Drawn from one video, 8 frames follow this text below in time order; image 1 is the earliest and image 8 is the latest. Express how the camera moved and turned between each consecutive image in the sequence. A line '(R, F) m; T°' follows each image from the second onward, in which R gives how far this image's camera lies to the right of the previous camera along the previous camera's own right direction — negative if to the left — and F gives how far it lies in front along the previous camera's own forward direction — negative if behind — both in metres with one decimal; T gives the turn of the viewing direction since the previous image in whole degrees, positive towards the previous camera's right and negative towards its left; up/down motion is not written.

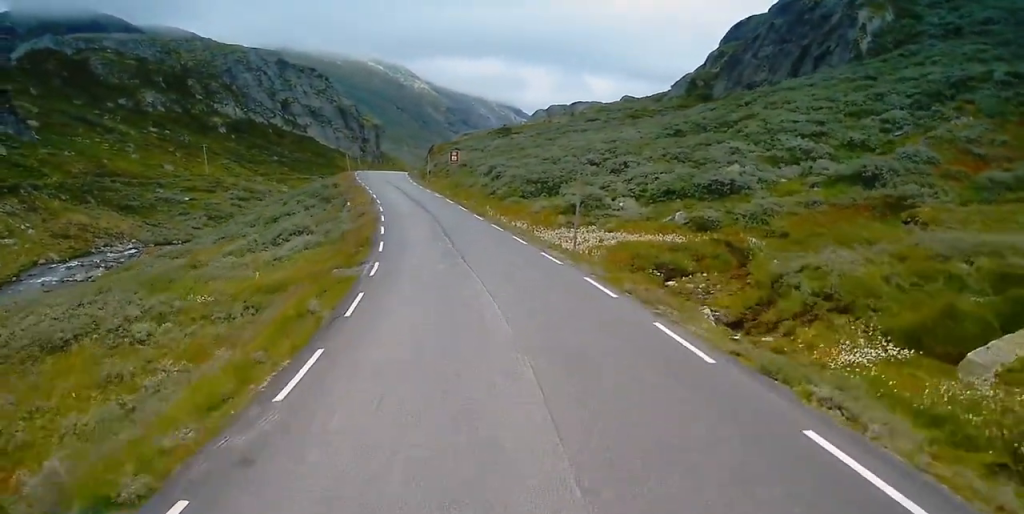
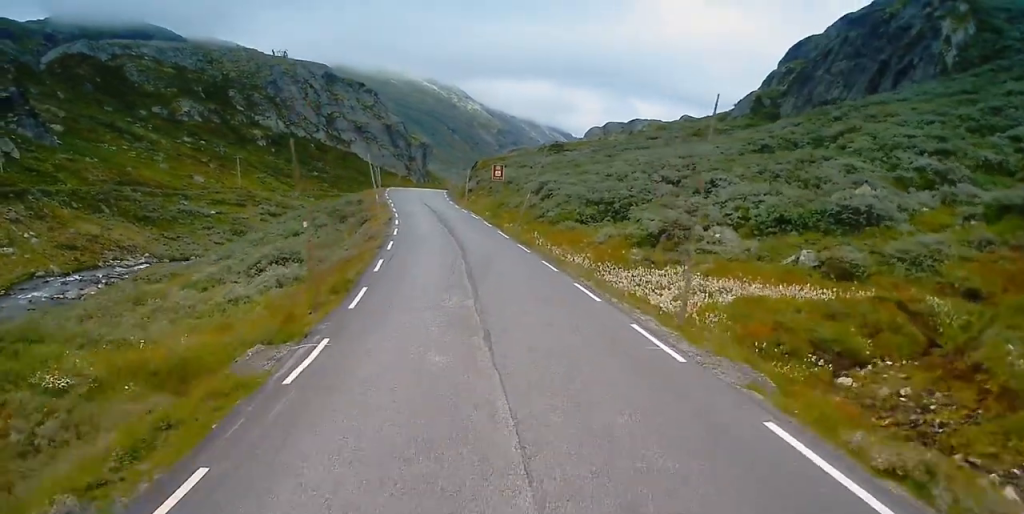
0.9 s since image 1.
(-0.4, +11.2) m; -3°
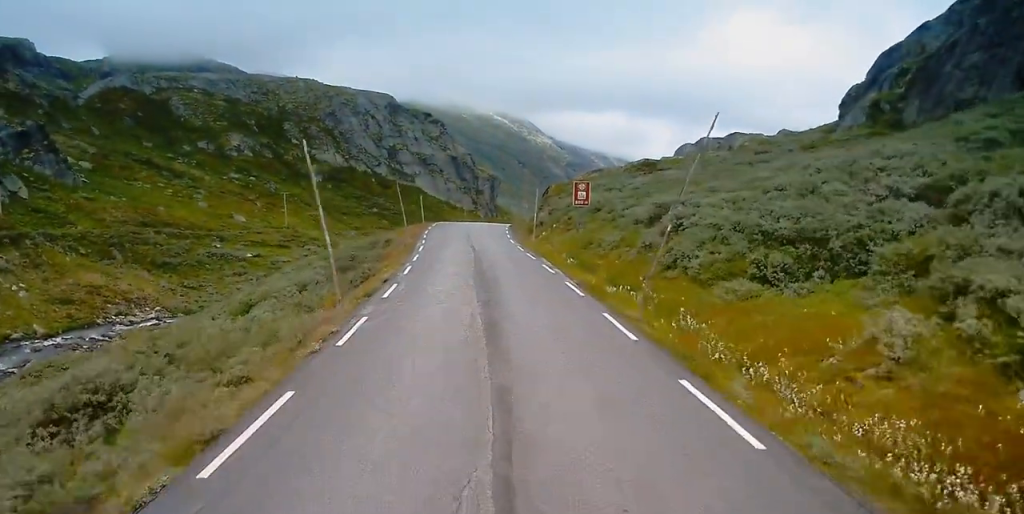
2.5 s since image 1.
(-0.6, +20.8) m; -4°
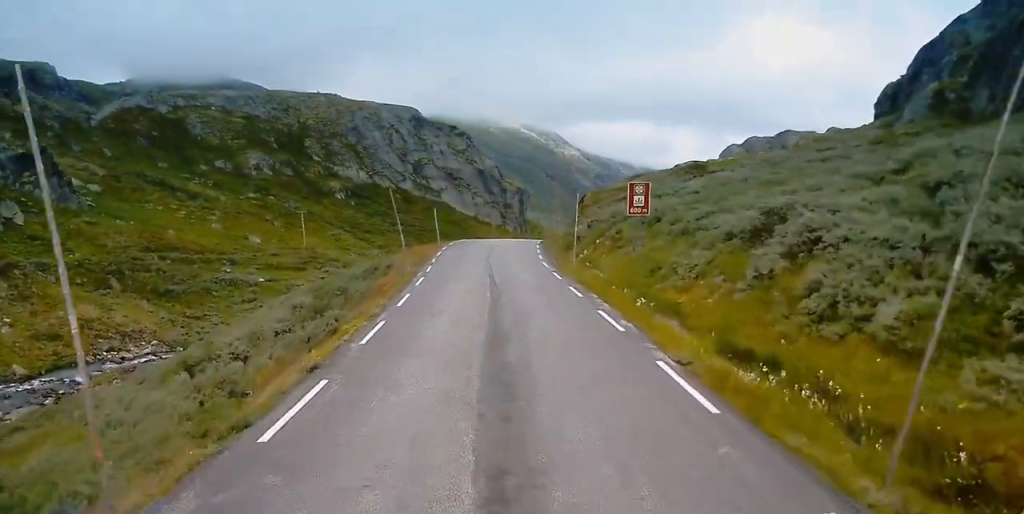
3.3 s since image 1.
(-0.3, +10.5) m; -2°
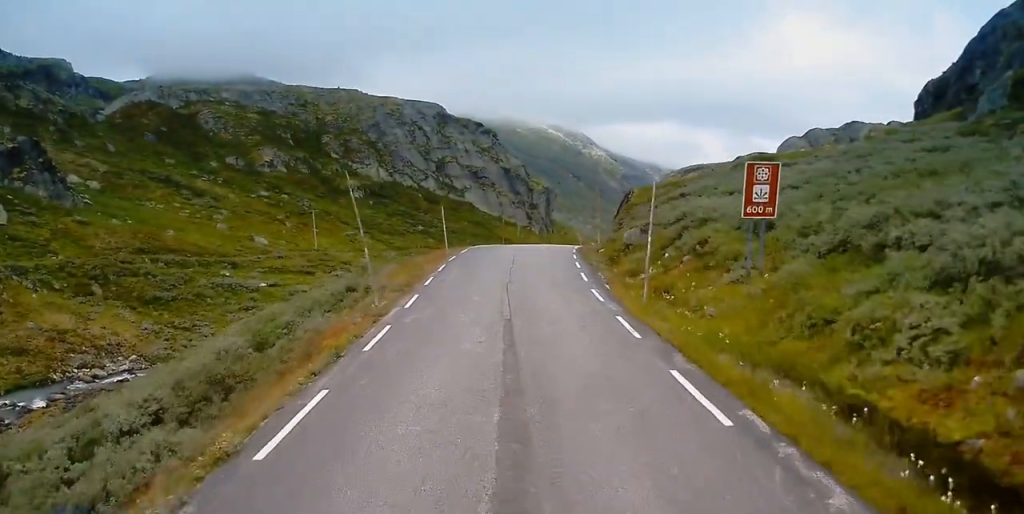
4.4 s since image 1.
(-0.1, +12.1) m; -2°
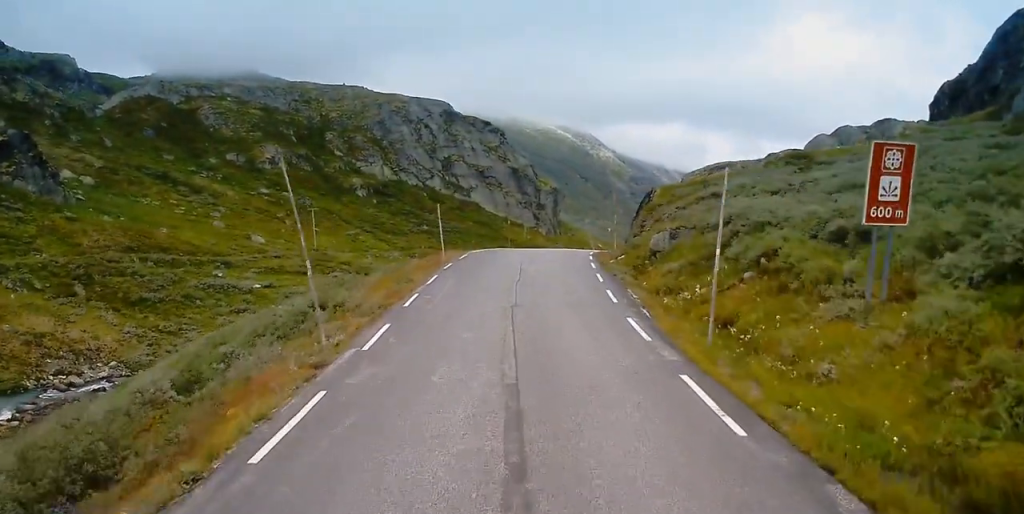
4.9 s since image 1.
(-0.1, +6.0) m; 0°
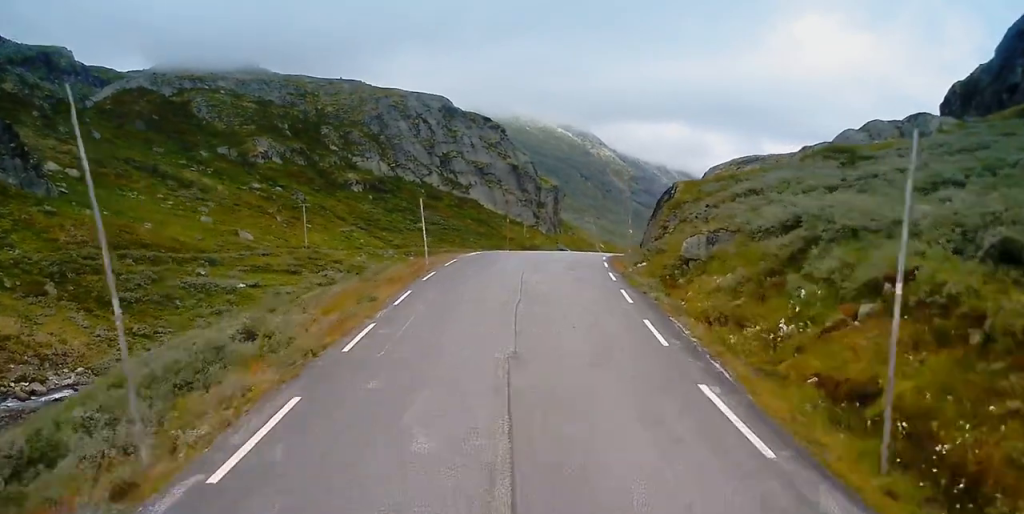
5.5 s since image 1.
(-0.1, +6.6) m; 0°
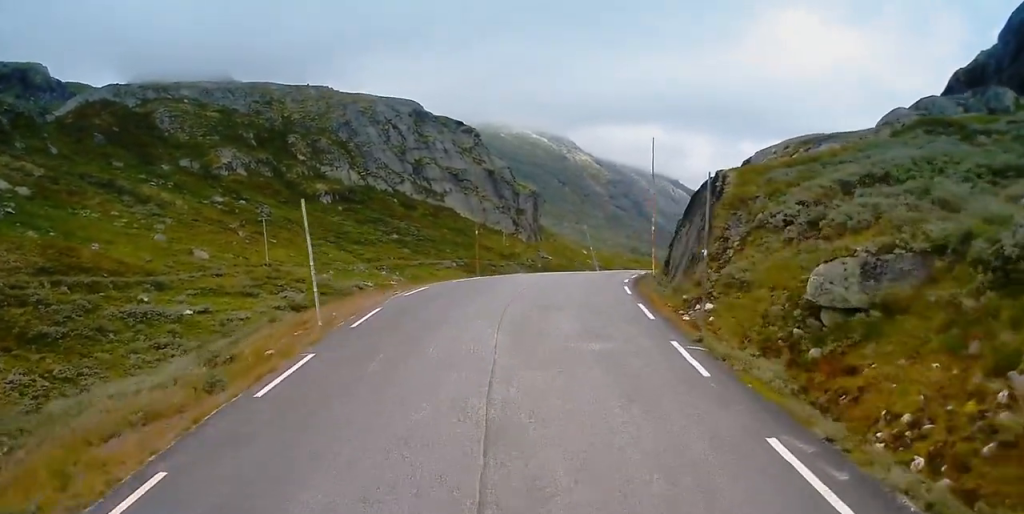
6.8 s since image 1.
(+0.4, +14.0) m; +3°
